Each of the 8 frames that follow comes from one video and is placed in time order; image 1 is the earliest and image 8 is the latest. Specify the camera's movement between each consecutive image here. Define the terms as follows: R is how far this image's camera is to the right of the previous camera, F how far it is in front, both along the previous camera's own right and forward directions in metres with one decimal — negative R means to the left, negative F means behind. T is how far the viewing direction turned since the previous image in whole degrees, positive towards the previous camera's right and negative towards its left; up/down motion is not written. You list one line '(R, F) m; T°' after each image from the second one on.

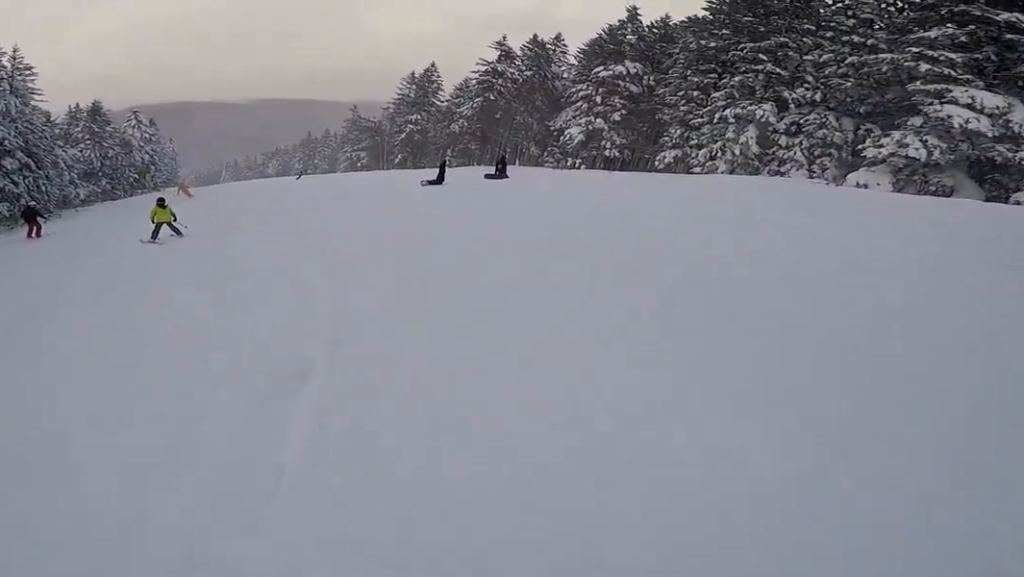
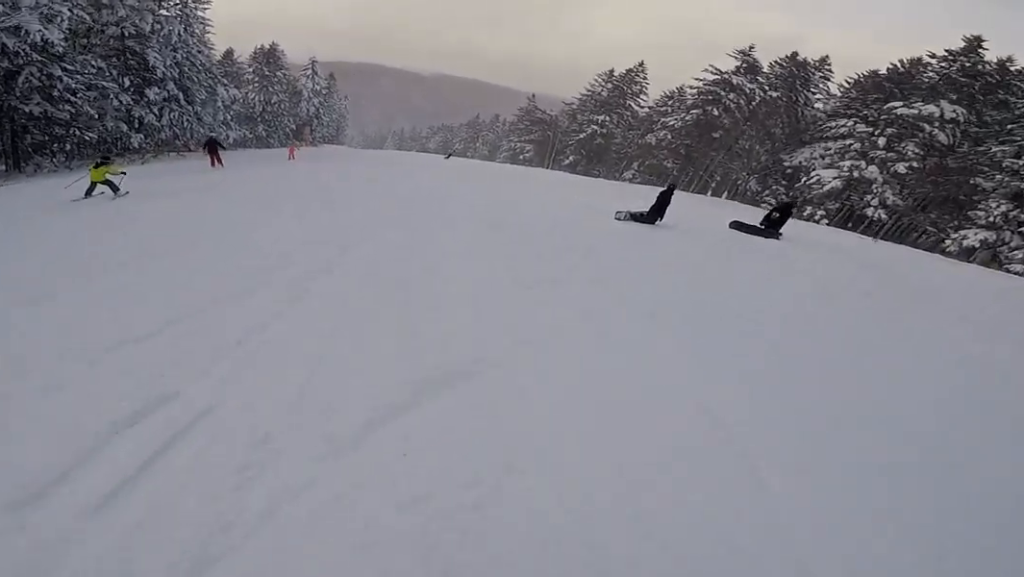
(-0.2, +8.3) m; -3°
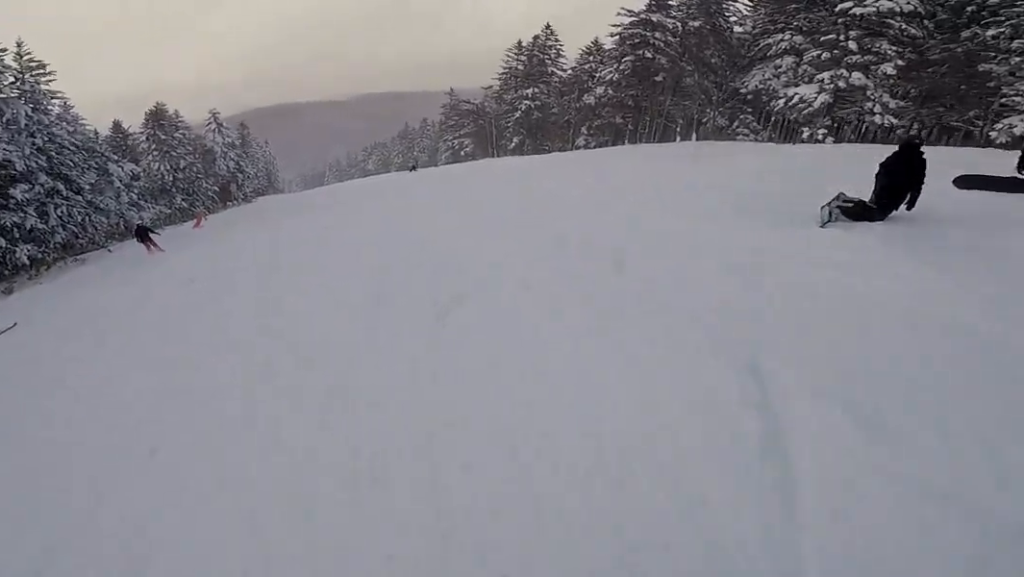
(-0.6, +6.6) m; +1°
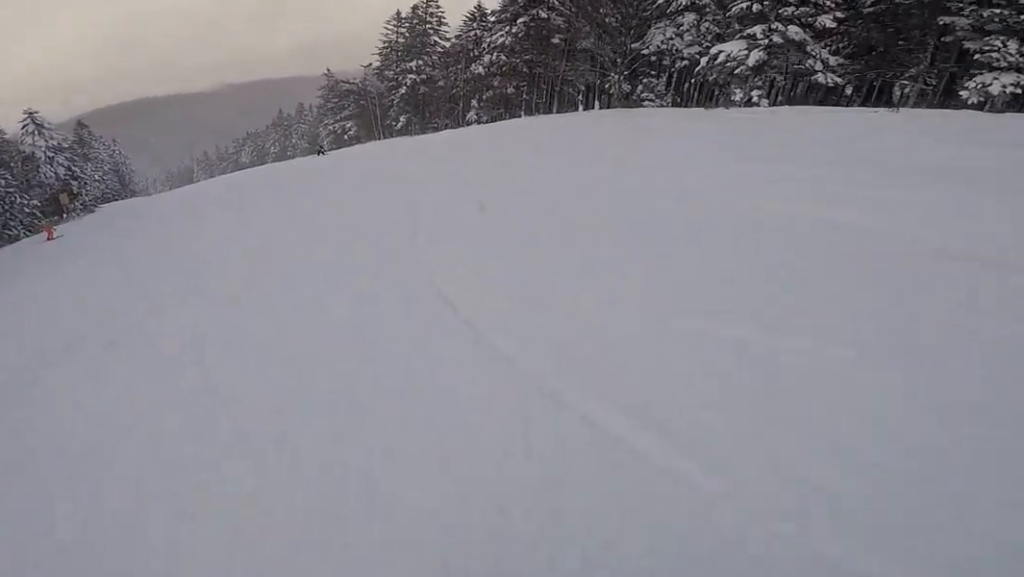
(+0.9, +8.2) m; +6°
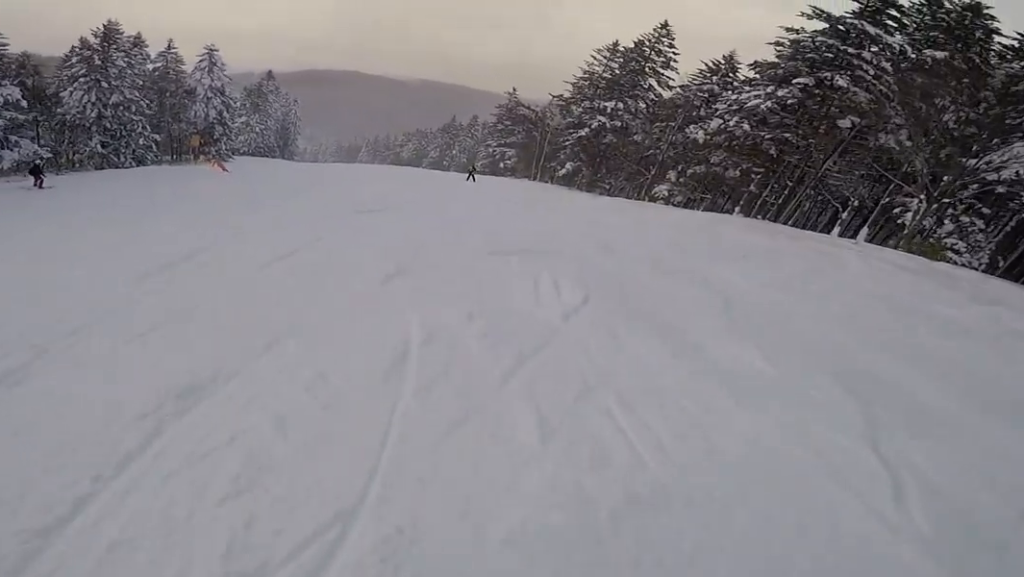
(-0.5, +11.8) m; -11°
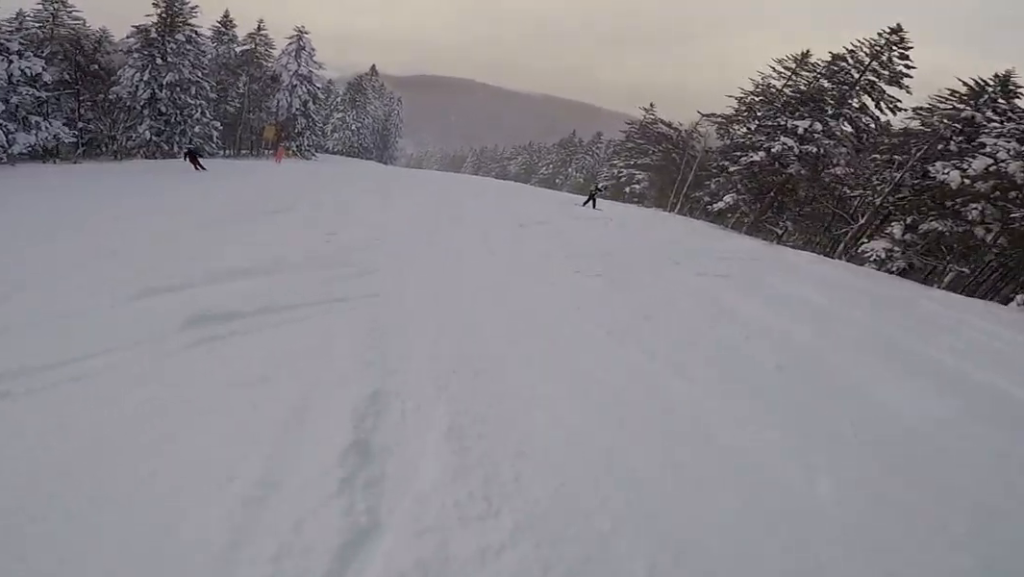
(-1.6, +10.0) m; -17°
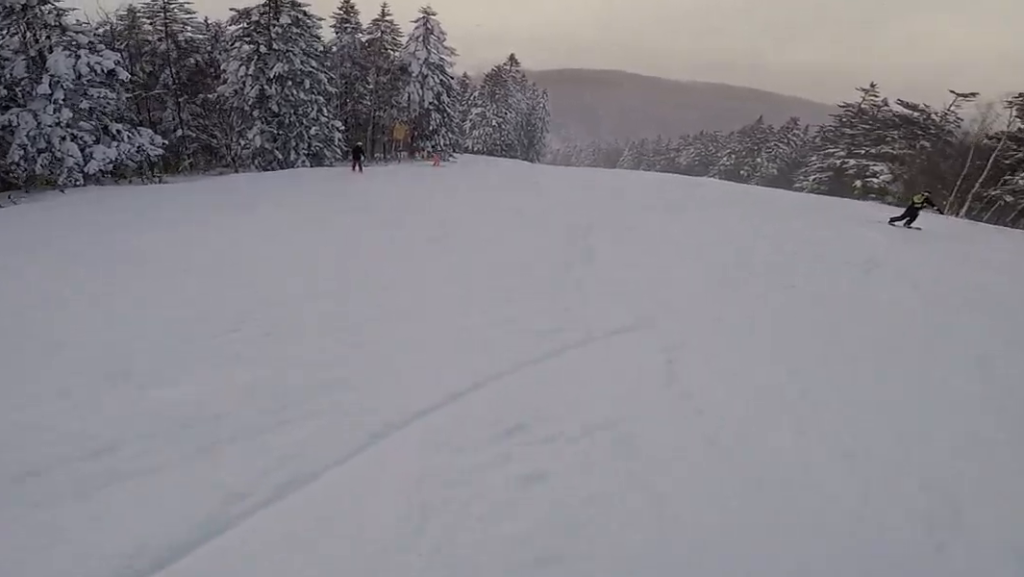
(-1.2, +9.4) m; -6°
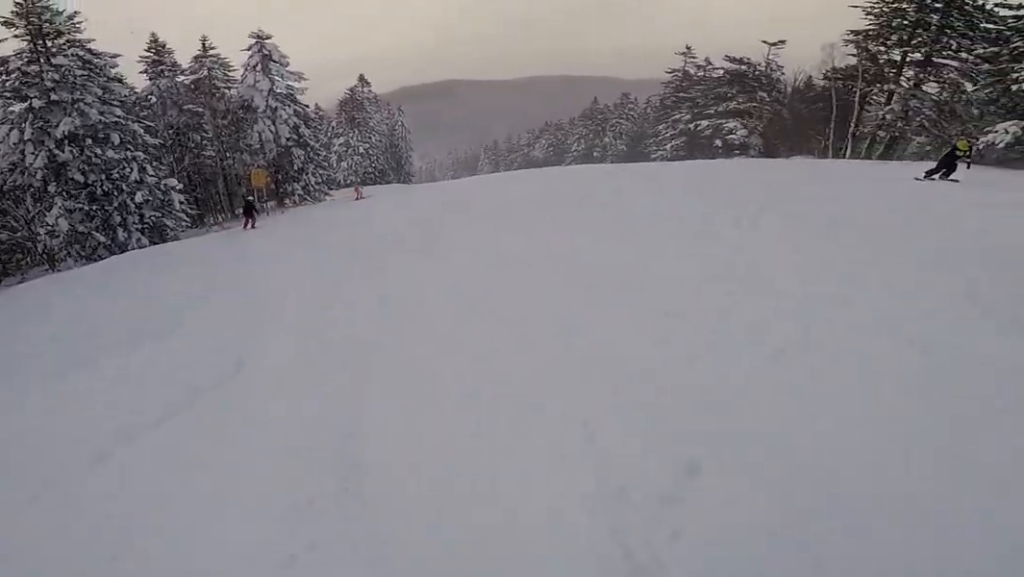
(-0.2, +6.6) m; +3°
